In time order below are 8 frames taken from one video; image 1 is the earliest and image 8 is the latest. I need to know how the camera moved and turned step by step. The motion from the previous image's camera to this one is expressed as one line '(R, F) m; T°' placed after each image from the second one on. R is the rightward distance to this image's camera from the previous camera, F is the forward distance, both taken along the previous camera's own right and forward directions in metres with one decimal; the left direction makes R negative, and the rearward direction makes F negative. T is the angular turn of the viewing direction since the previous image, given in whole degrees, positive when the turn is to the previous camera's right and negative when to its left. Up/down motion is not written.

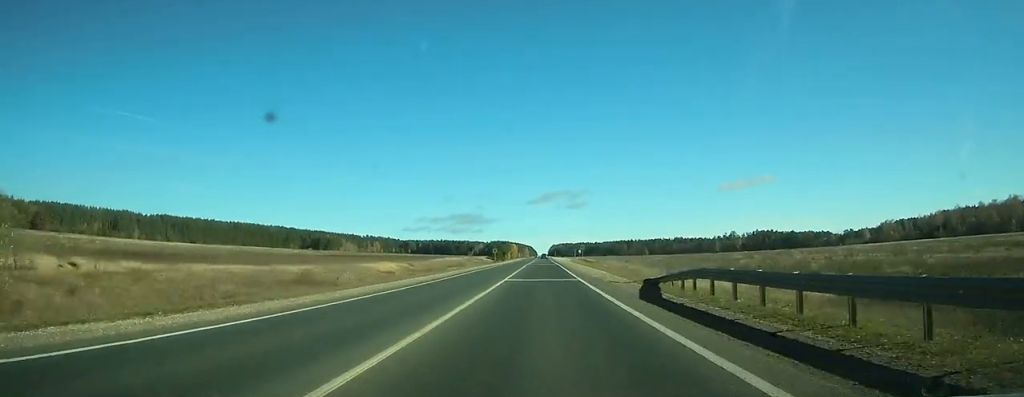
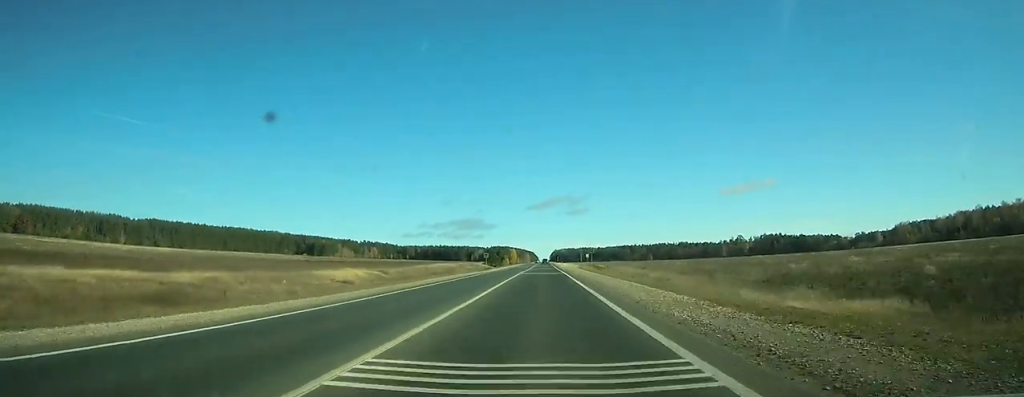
(0.0, +24.3) m; 0°
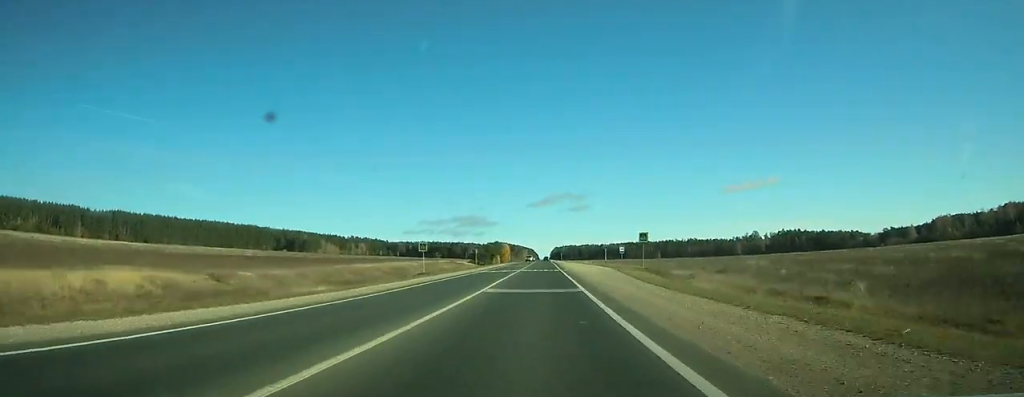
(0.0, +60.0) m; 0°
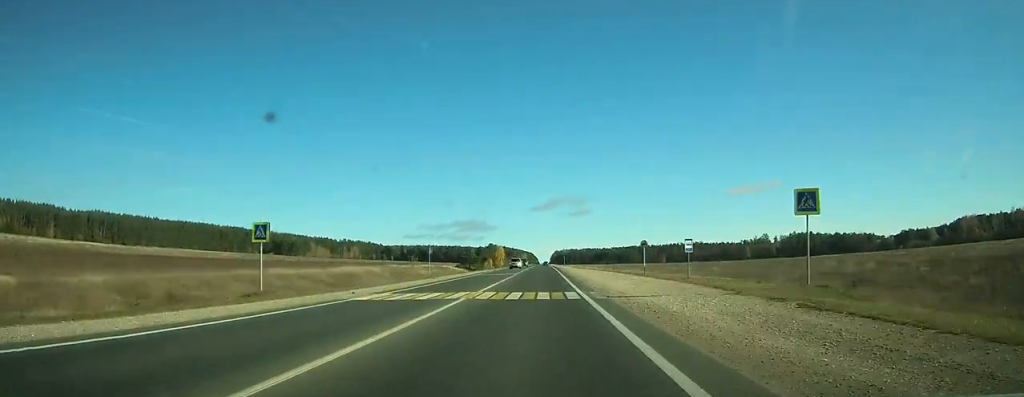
(0.0, +31.2) m; 0°
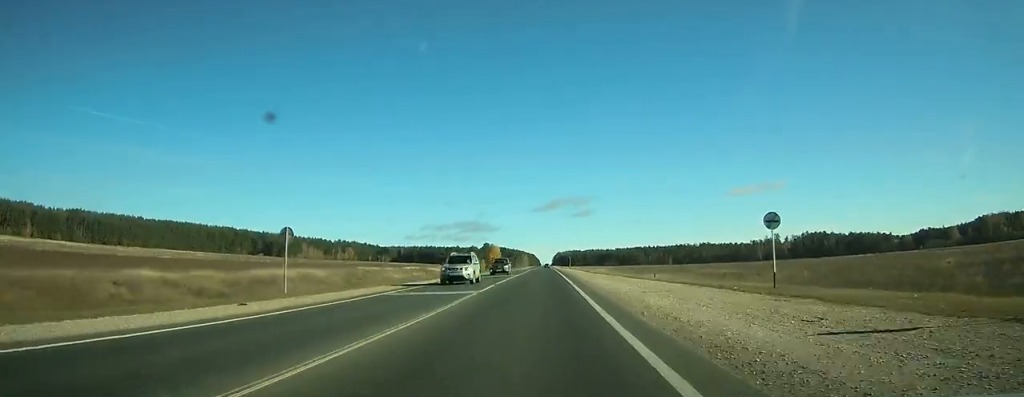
(0.0, +26.8) m; 0°
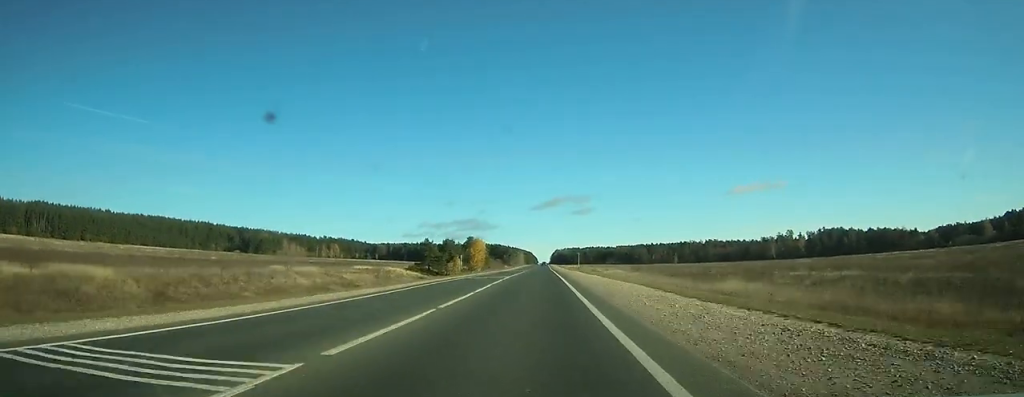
(+0.1, +43.3) m; 0°
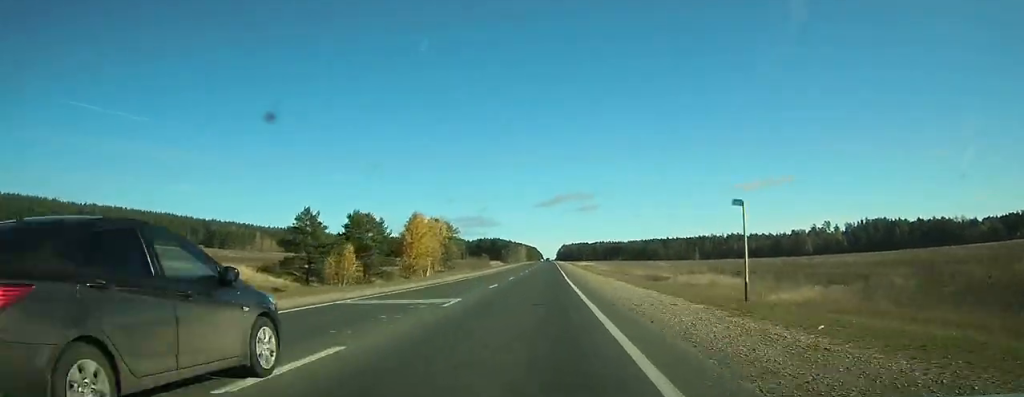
(-0.3, +76.6) m; 0°
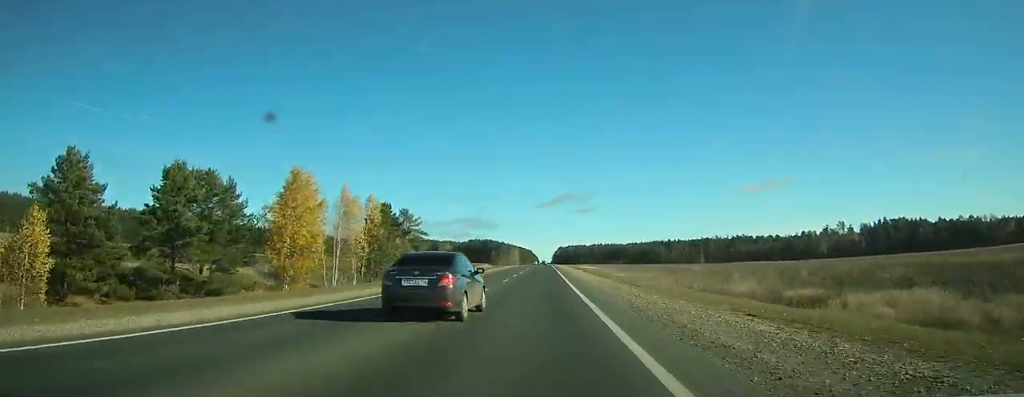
(0.0, +39.9) m; 0°
